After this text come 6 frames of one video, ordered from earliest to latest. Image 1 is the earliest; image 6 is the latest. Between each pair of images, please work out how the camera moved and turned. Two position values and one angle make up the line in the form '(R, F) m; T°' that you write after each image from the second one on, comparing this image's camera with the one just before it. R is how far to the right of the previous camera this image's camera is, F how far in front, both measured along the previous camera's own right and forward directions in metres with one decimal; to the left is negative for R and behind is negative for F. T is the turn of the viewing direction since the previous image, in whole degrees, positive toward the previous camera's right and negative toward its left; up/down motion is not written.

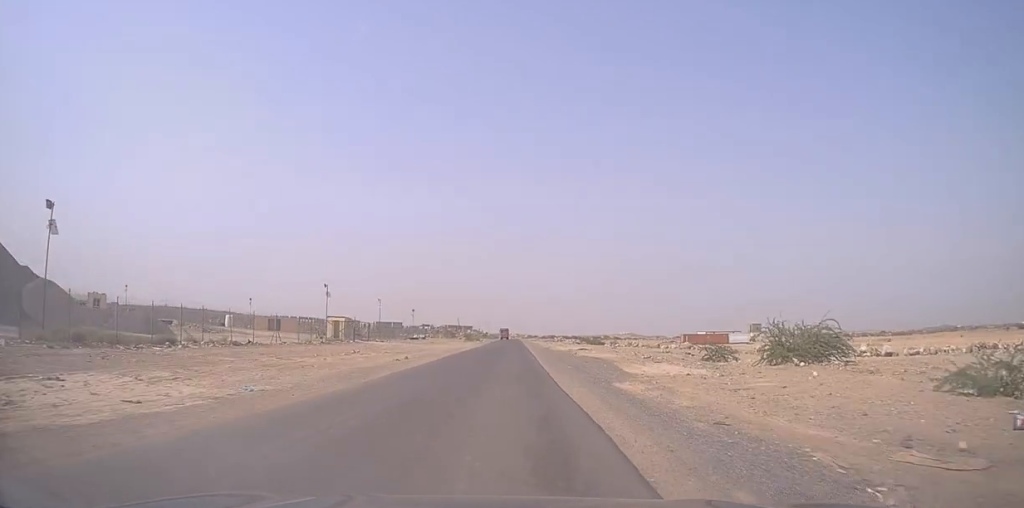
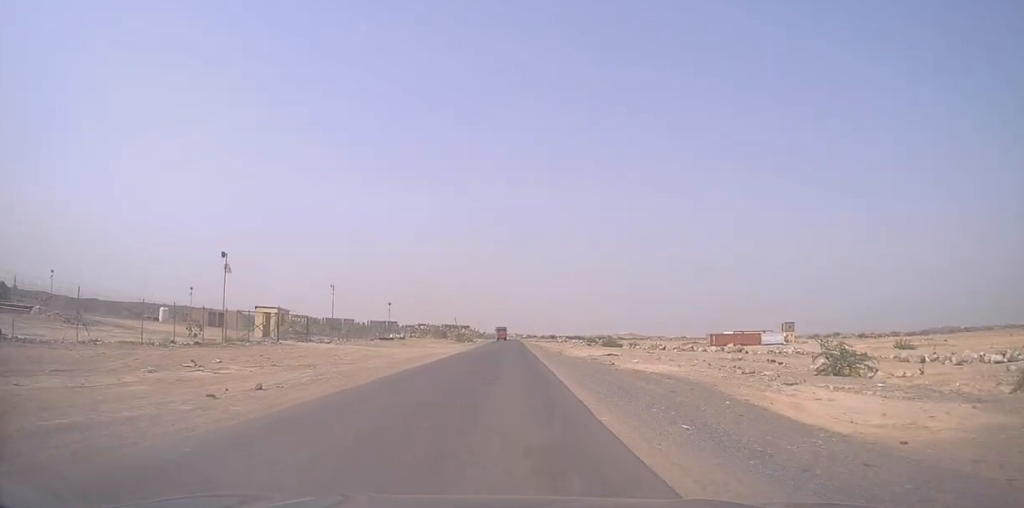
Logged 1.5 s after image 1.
(0.0, +21.6) m; 0°
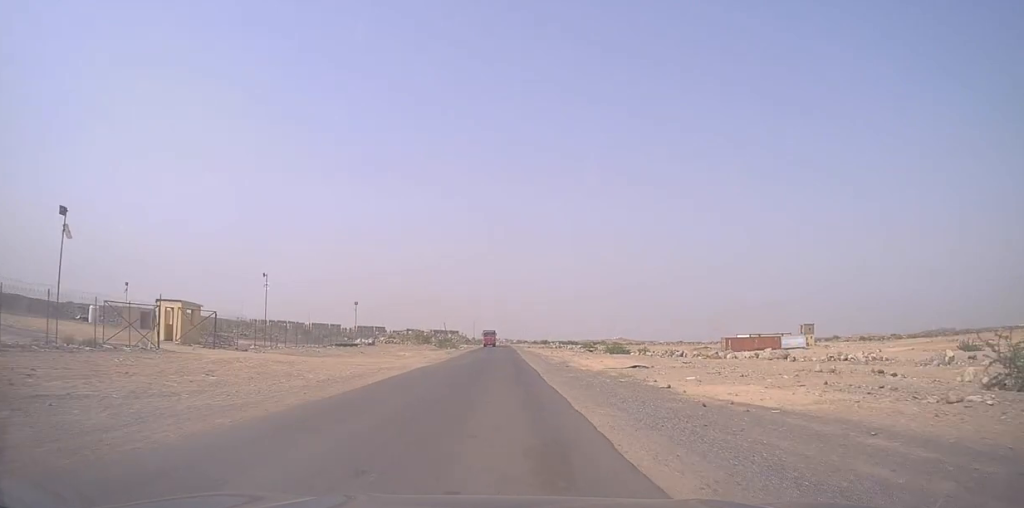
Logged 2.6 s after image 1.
(0.0, +15.0) m; 0°
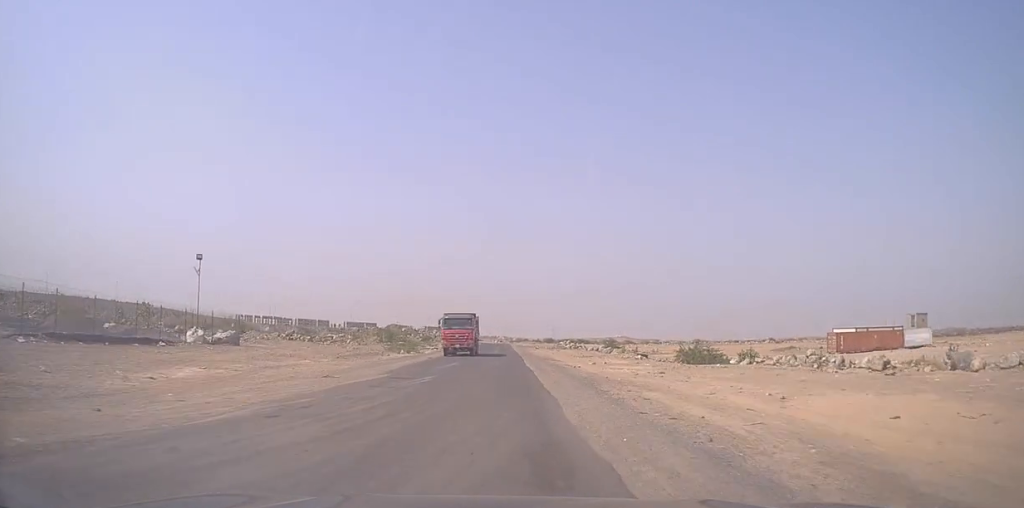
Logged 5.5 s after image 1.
(-0.2, +41.1) m; 0°
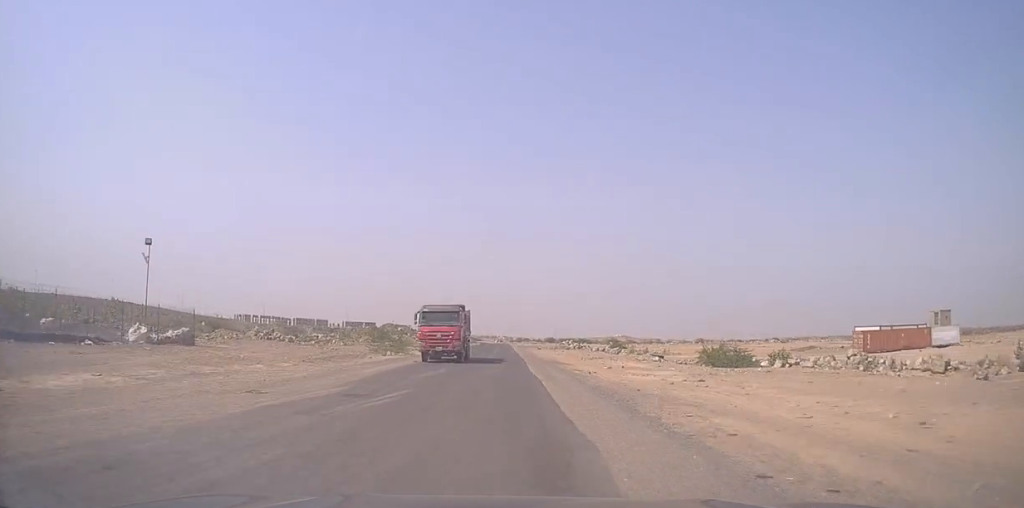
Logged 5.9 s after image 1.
(+0.3, +6.4) m; +1°
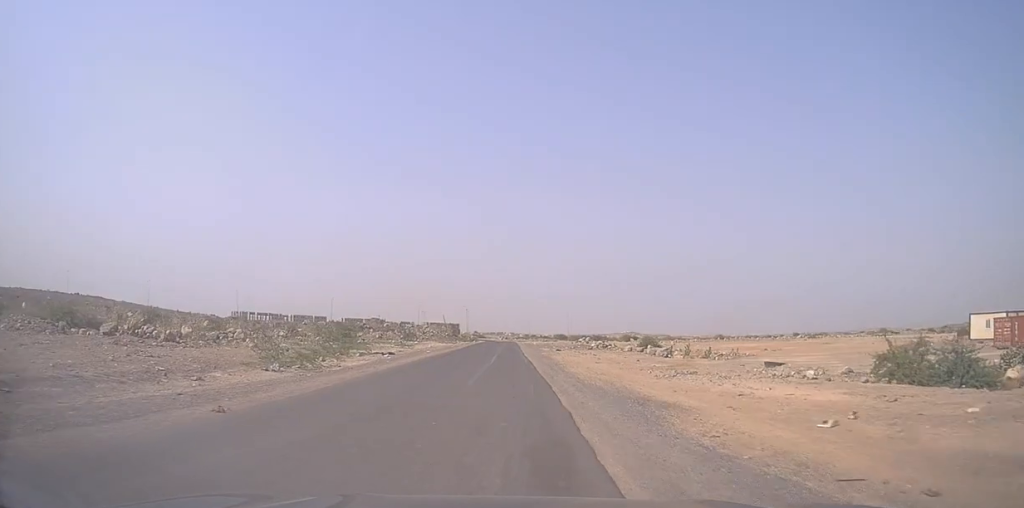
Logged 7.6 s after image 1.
(+0.2, +24.8) m; 0°
